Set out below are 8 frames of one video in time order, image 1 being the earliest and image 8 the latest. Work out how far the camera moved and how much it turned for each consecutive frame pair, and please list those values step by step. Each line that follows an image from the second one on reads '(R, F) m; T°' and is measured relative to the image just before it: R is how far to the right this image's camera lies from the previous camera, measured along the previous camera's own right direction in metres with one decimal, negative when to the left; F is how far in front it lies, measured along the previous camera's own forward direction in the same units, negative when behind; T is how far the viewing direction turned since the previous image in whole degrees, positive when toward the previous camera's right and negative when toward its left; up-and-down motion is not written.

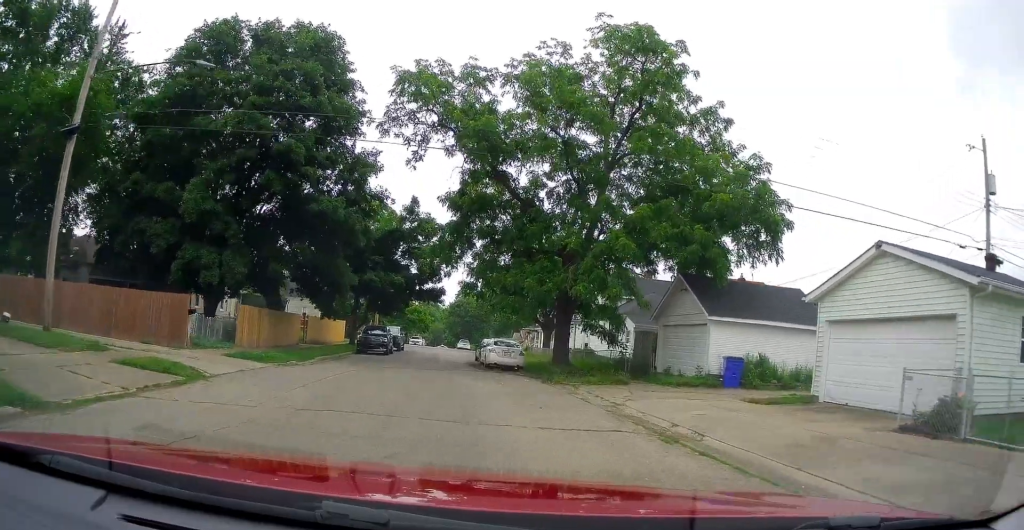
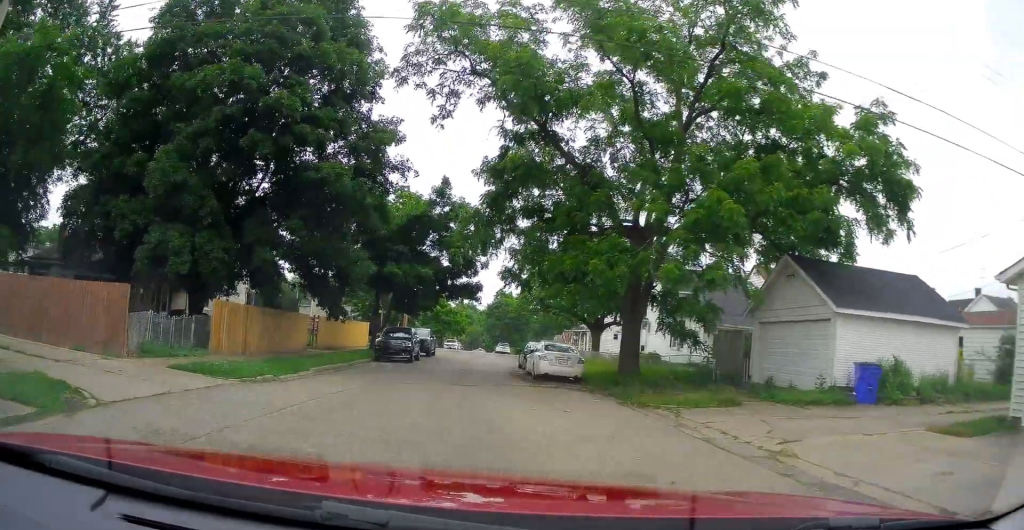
(-0.7, +6.2) m; -22°
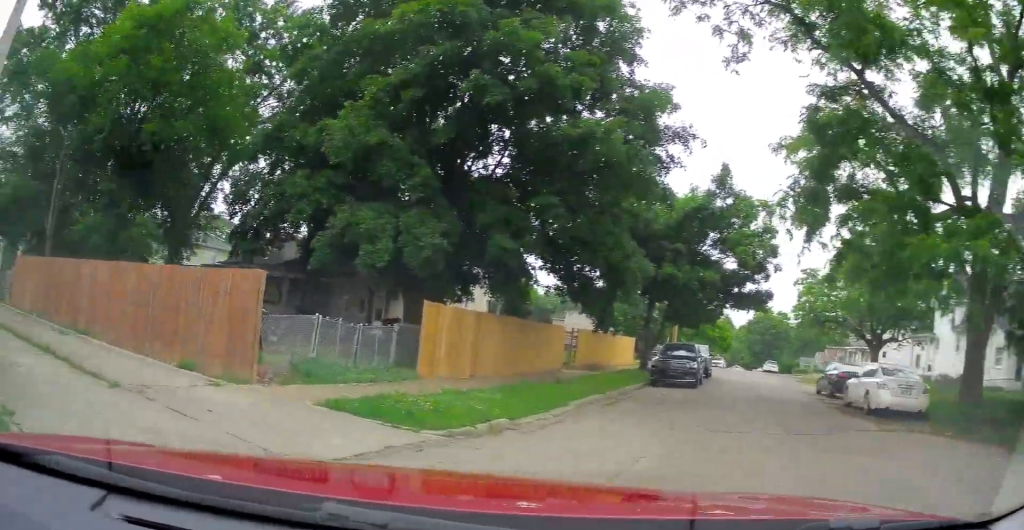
(-2.1, +6.8) m; -34°
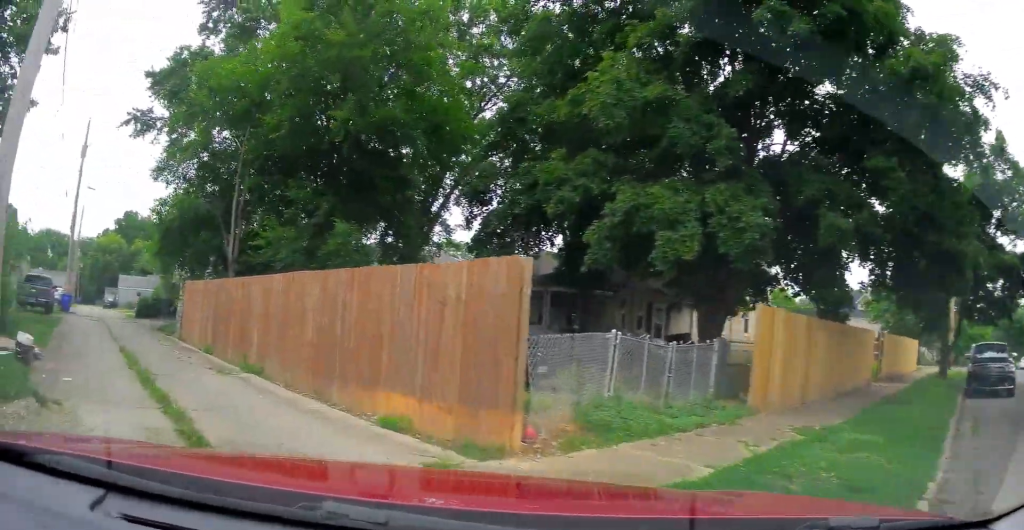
(-1.3, +5.8) m; -20°
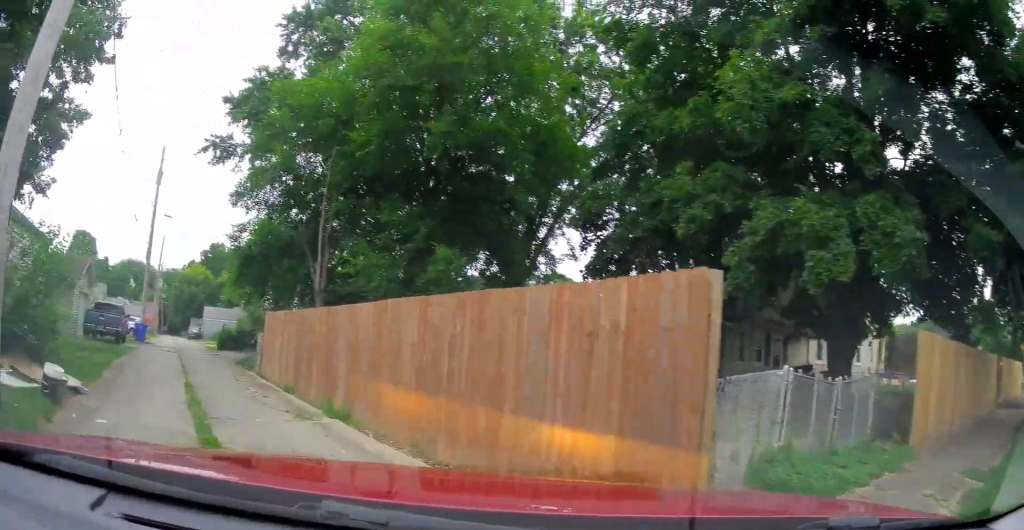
(-0.2, +2.4) m; -5°
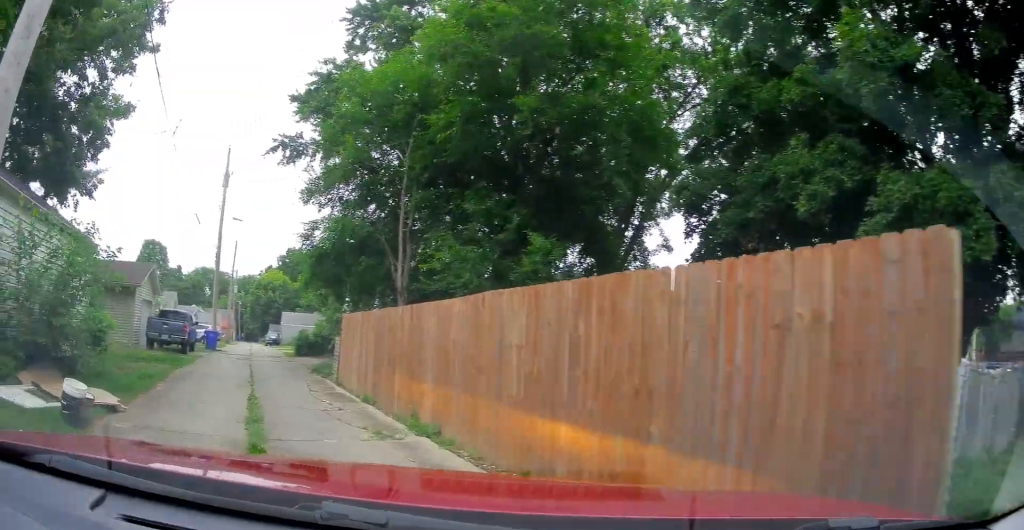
(0.0, +2.1) m; -4°
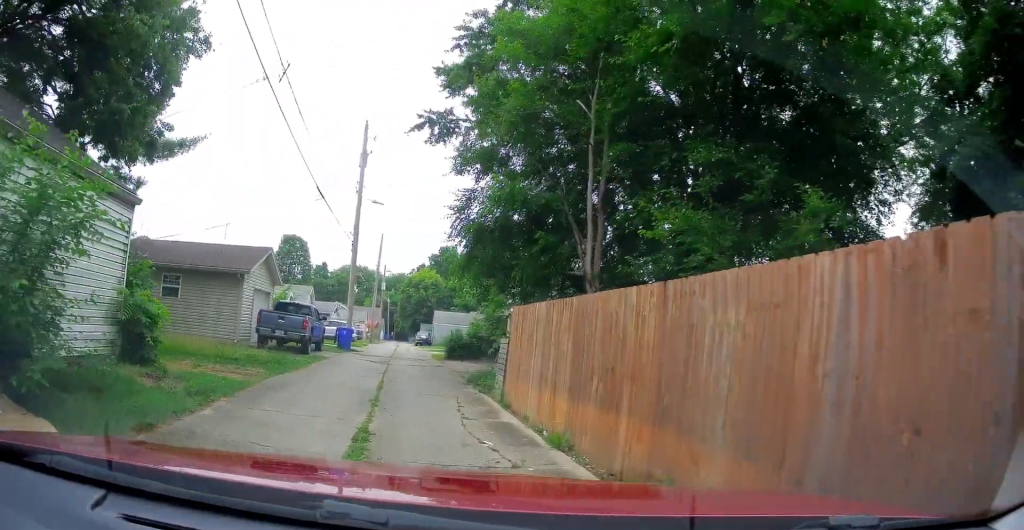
(-0.5, +6.4) m; 0°
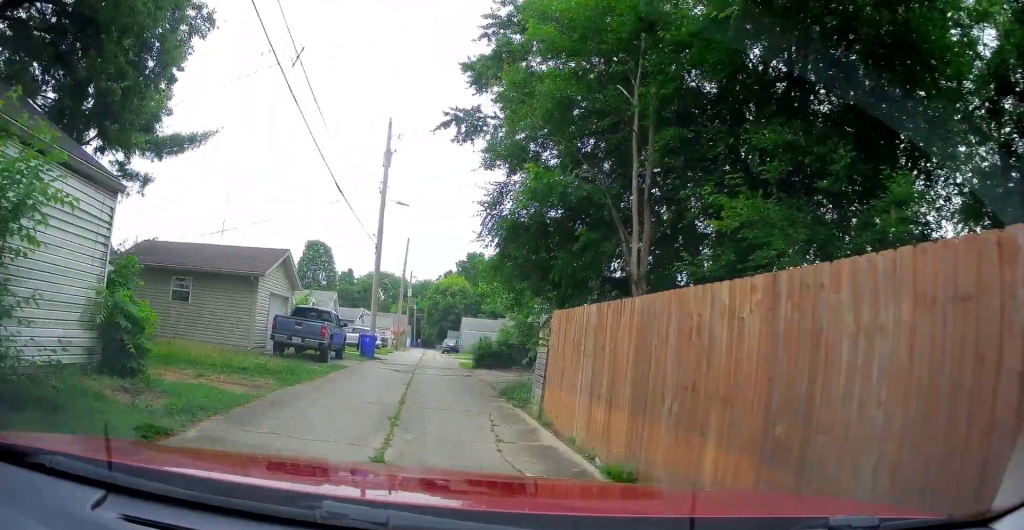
(-0.2, +2.0) m; +4°
